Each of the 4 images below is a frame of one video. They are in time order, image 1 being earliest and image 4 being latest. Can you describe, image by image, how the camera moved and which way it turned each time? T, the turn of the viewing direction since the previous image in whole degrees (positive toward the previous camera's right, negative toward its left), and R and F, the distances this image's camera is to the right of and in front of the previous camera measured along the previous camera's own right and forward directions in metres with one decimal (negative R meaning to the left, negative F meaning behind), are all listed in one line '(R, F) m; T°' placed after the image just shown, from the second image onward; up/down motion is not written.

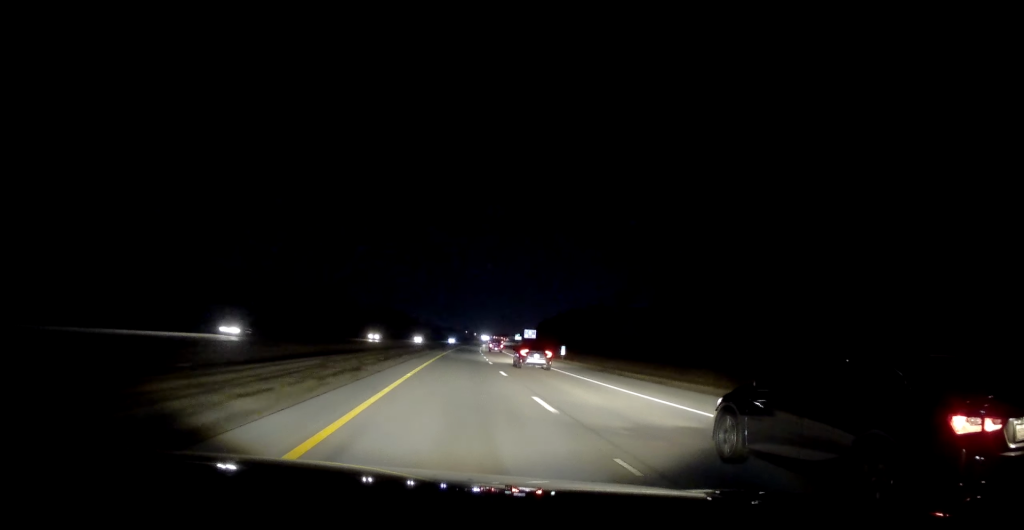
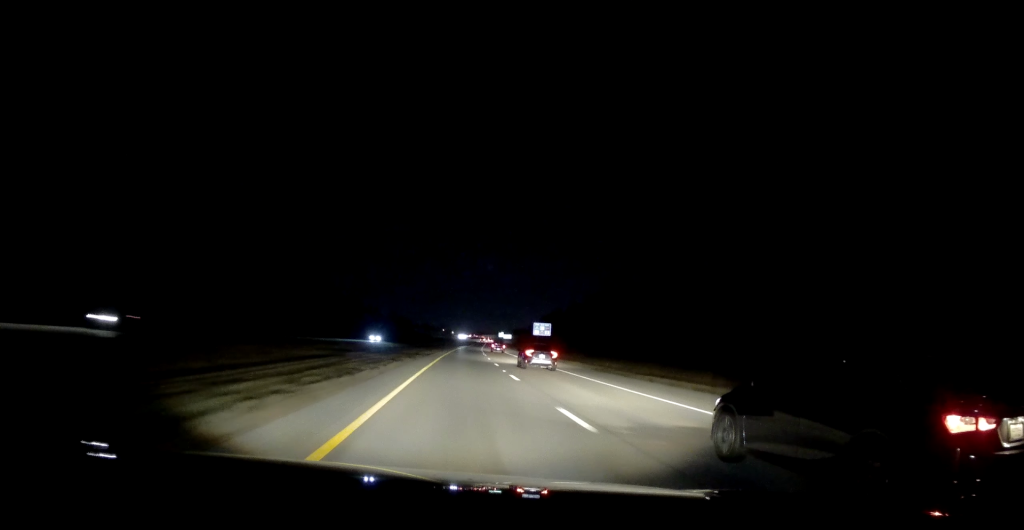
(+1.2, +86.7) m; +2°
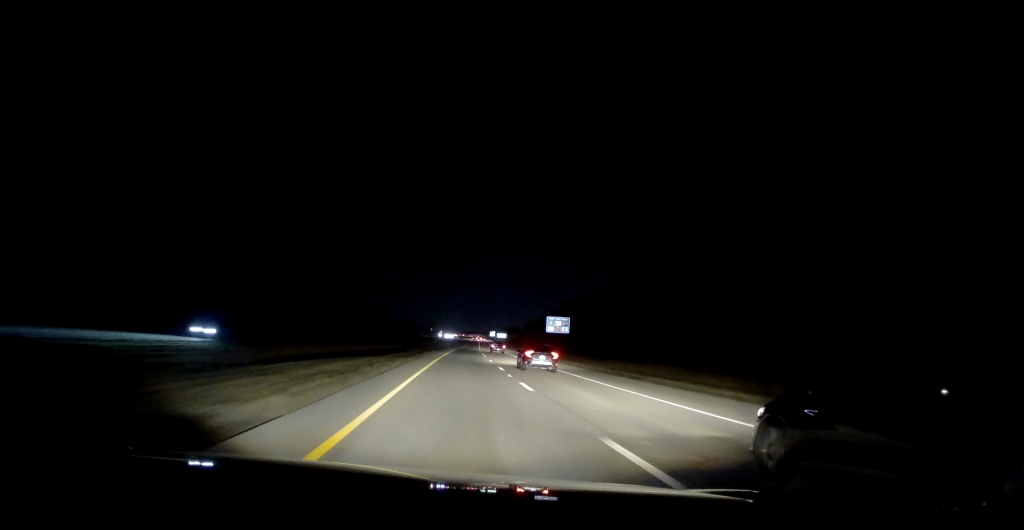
(0.0, +40.2) m; 0°
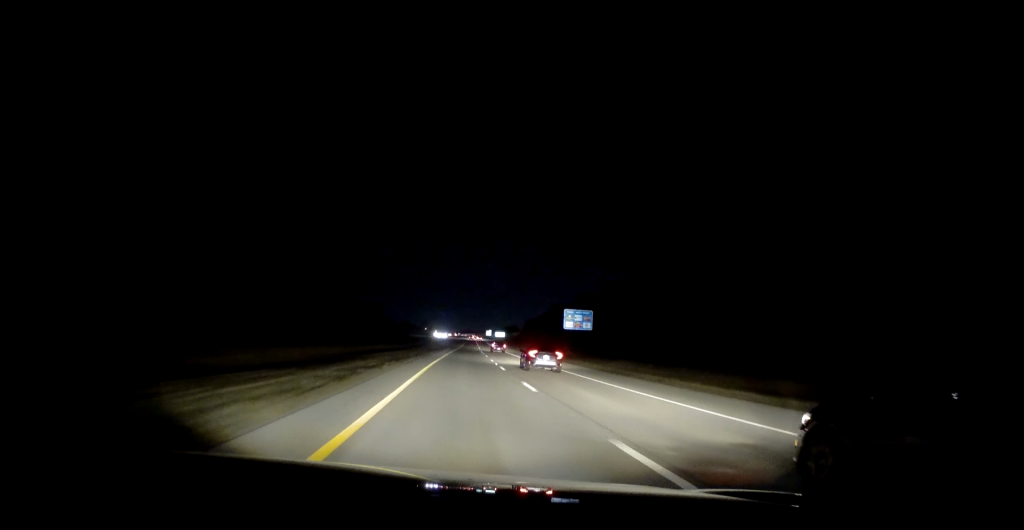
(0.0, +24.2) m; +1°
